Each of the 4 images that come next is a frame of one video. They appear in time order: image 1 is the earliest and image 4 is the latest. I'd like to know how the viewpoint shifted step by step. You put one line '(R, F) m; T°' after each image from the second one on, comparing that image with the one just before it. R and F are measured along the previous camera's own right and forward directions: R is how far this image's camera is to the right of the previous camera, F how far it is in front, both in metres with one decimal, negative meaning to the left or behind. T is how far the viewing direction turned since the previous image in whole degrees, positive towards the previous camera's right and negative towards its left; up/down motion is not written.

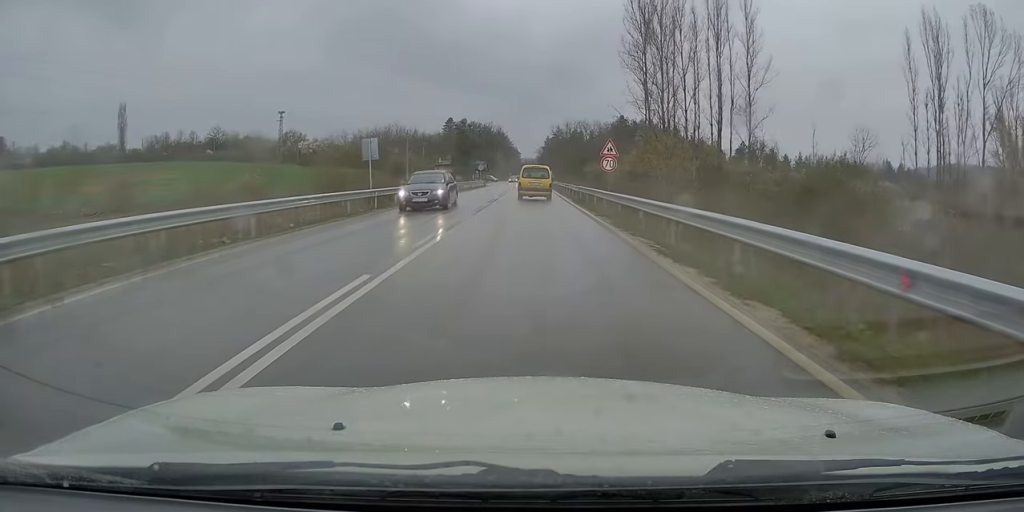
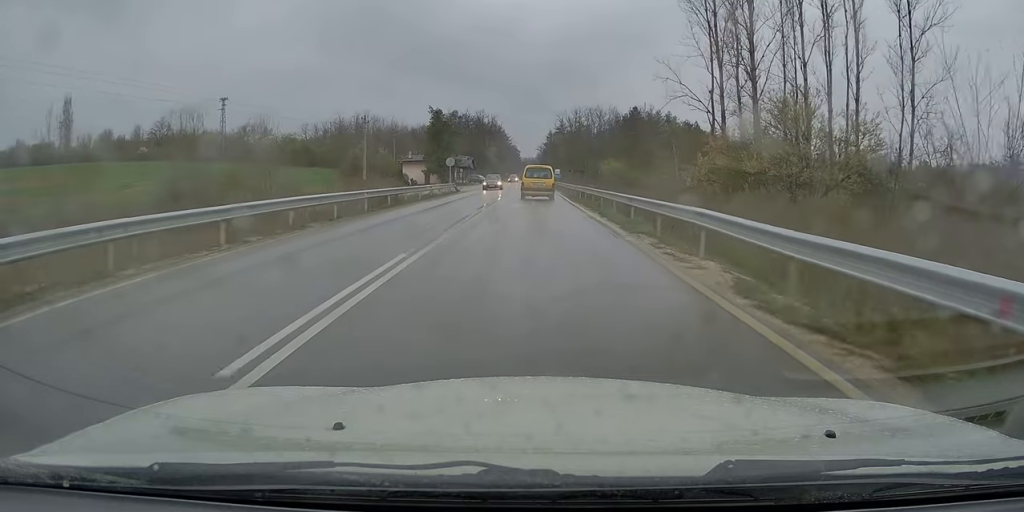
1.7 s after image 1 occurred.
(+0.2, +33.7) m; 0°
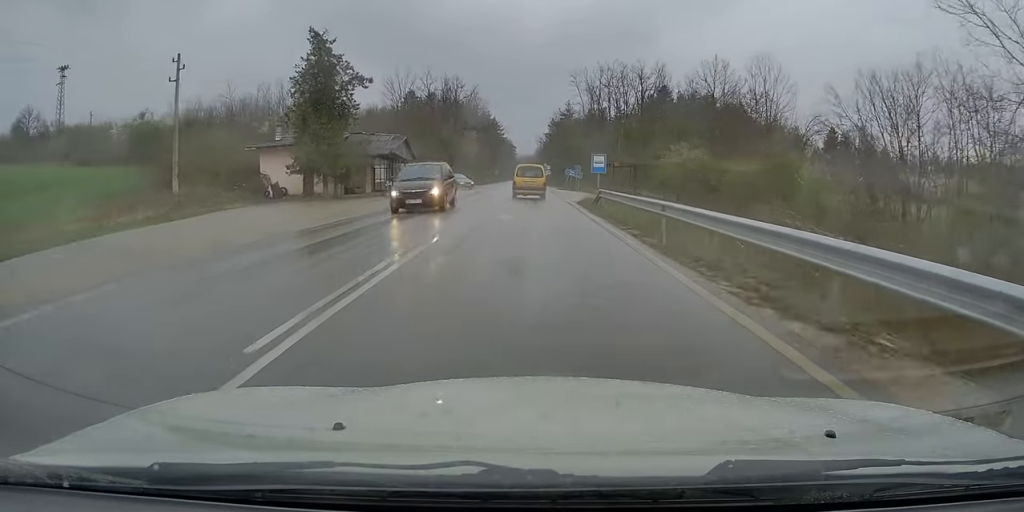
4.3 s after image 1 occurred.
(-0.3, +53.1) m; 0°
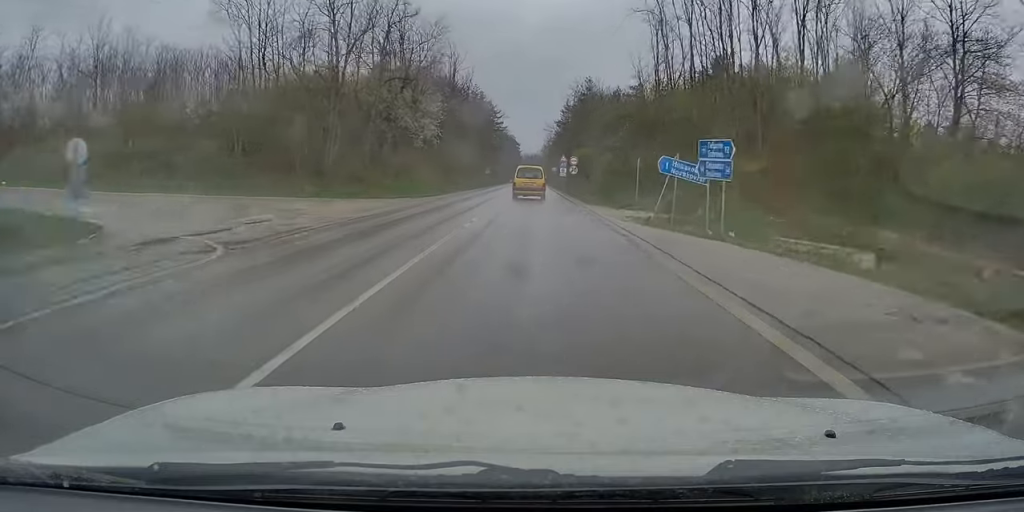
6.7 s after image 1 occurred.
(-0.1, +48.7) m; 0°
